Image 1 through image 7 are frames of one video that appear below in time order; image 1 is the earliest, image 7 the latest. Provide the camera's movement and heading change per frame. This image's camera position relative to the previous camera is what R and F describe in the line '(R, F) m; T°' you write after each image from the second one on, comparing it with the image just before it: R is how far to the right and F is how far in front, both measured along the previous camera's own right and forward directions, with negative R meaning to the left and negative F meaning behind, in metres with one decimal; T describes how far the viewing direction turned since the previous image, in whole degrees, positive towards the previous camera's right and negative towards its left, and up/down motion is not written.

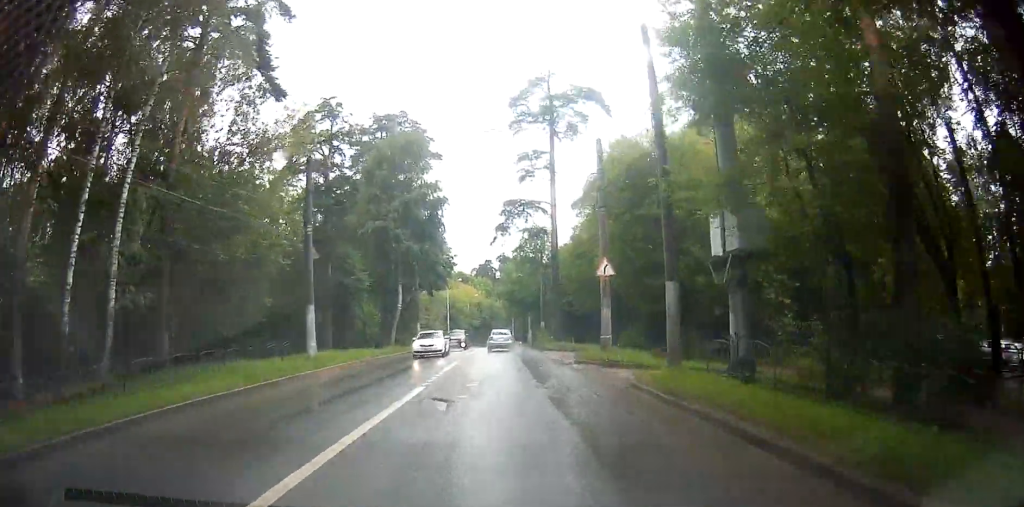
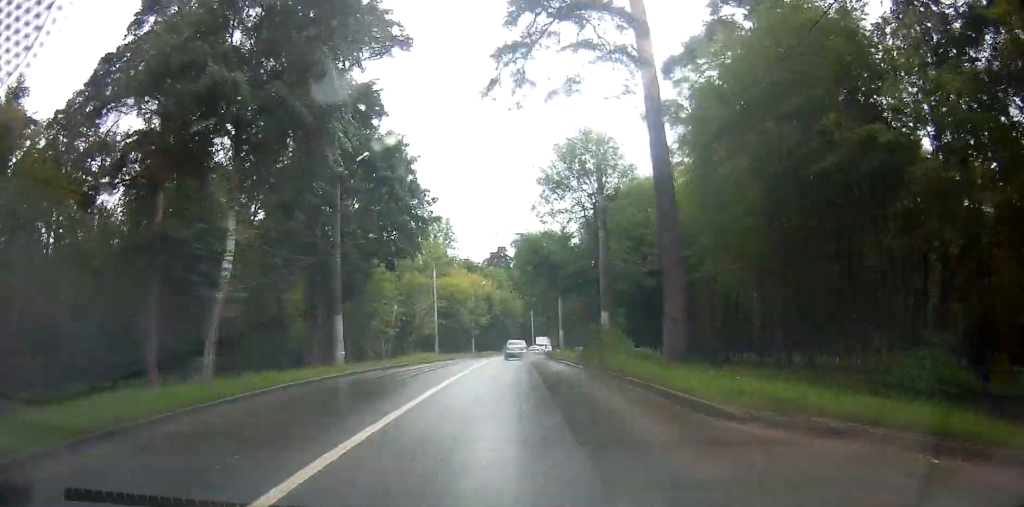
(+0.2, +28.7) m; -2°
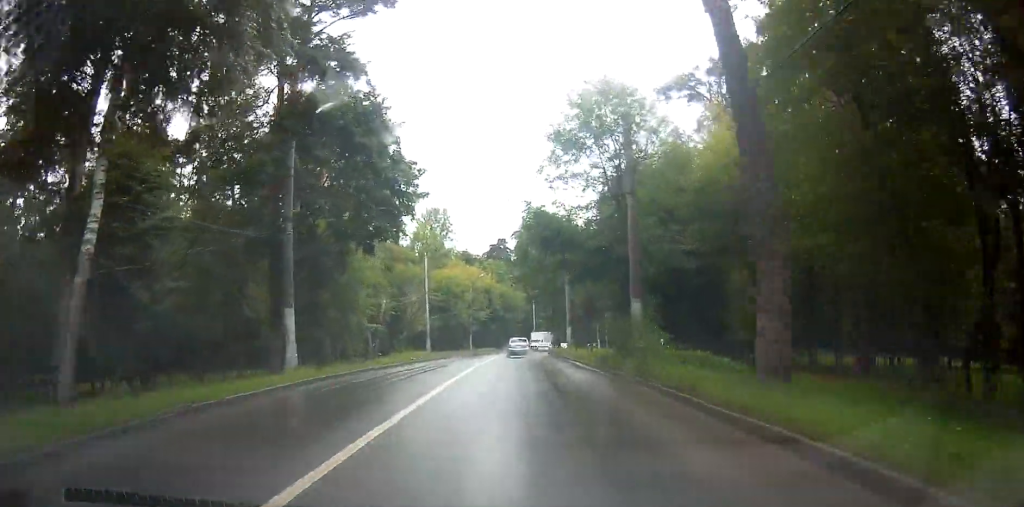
(0.0, +6.1) m; 0°
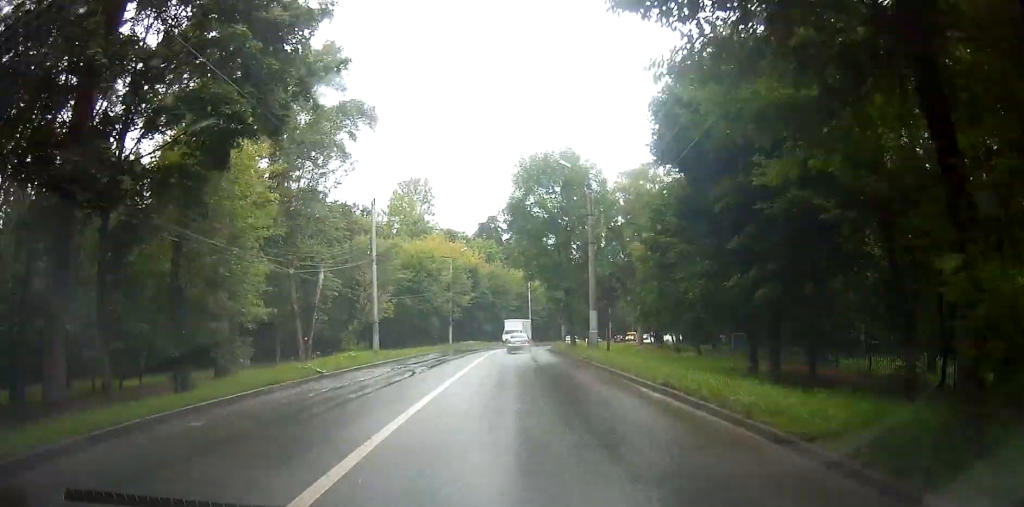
(+0.2, +17.0) m; +1°
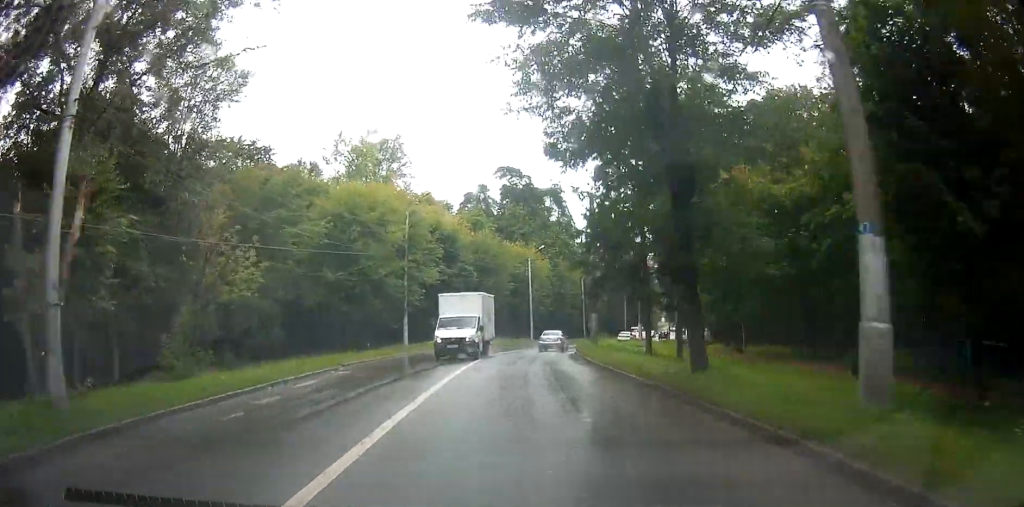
(+0.3, +23.8) m; +1°
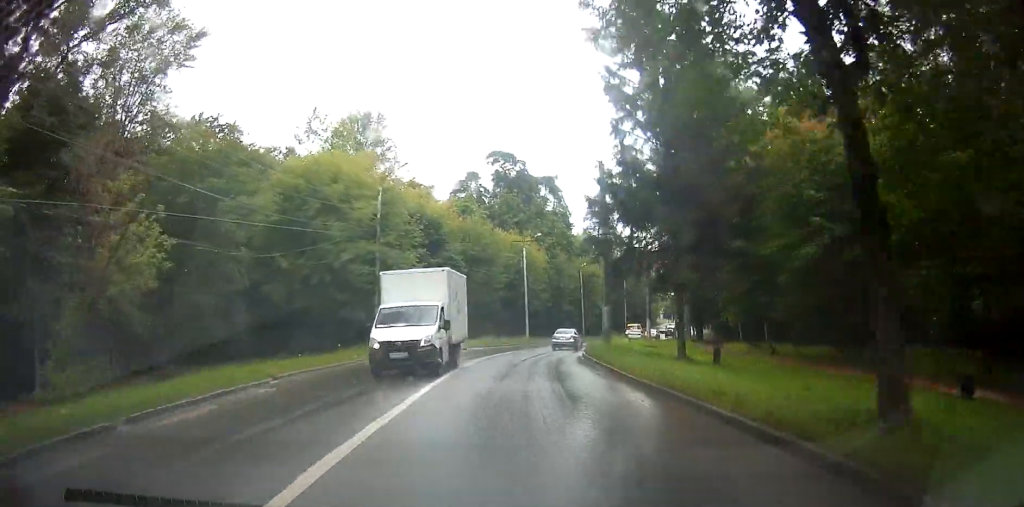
(0.0, +6.7) m; +1°
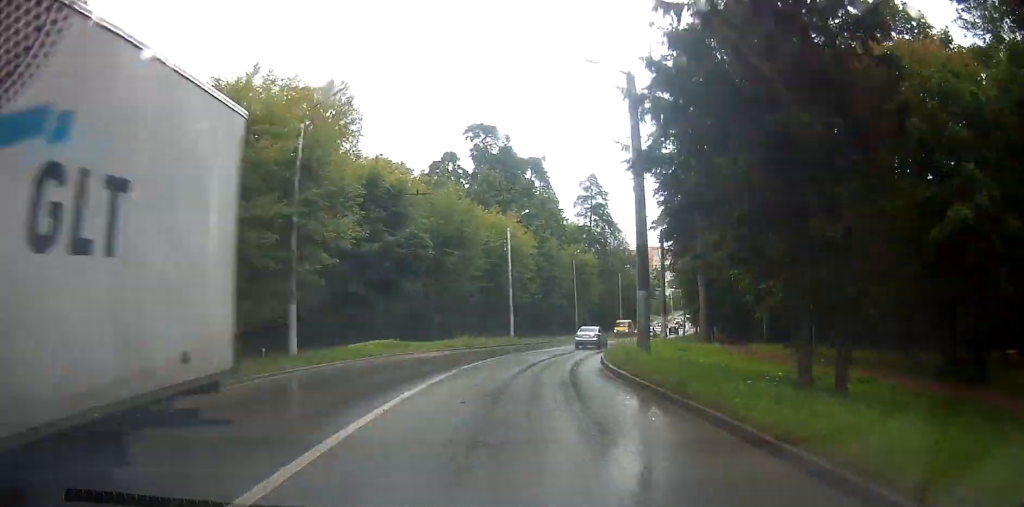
(+0.1, +11.0) m; +2°
